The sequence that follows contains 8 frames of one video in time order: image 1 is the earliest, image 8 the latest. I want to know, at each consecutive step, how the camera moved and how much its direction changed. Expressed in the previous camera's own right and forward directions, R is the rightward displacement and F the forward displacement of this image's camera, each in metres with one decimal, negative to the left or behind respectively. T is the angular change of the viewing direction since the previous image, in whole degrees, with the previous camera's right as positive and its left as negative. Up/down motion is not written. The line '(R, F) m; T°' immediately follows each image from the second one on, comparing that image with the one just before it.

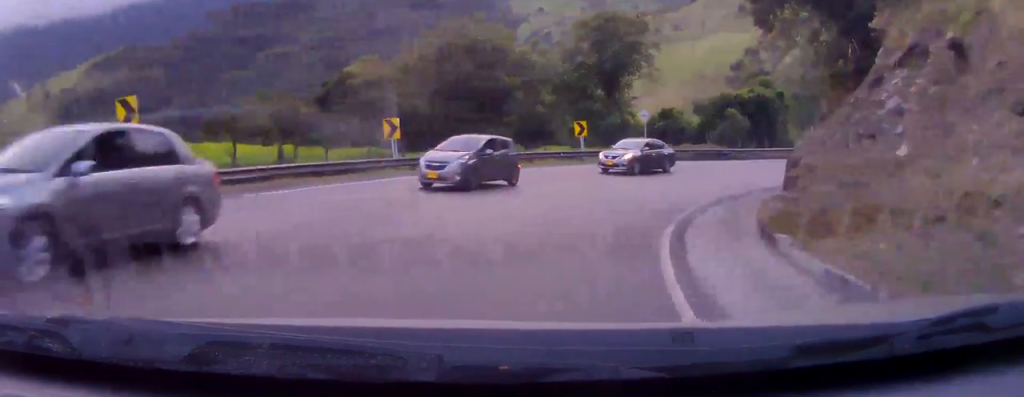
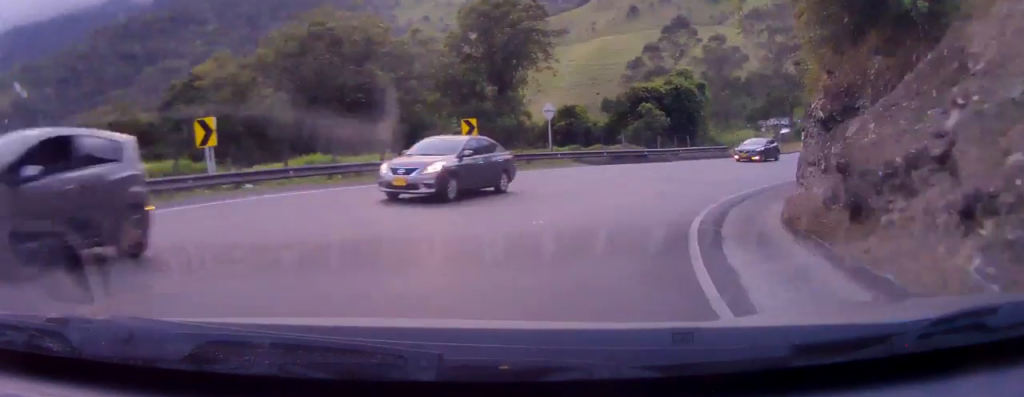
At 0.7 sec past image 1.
(+0.5, +7.8) m; +5°
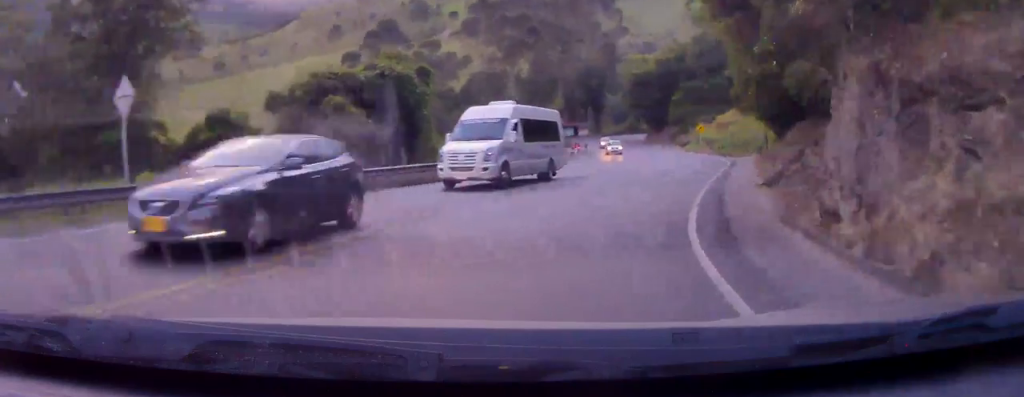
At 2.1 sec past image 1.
(+1.5, +16.2) m; +15°
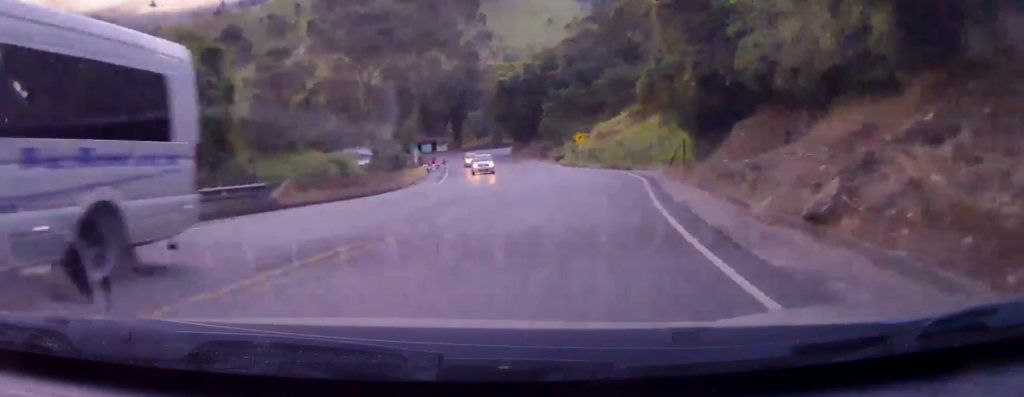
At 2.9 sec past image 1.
(+0.8, +8.5) m; +13°
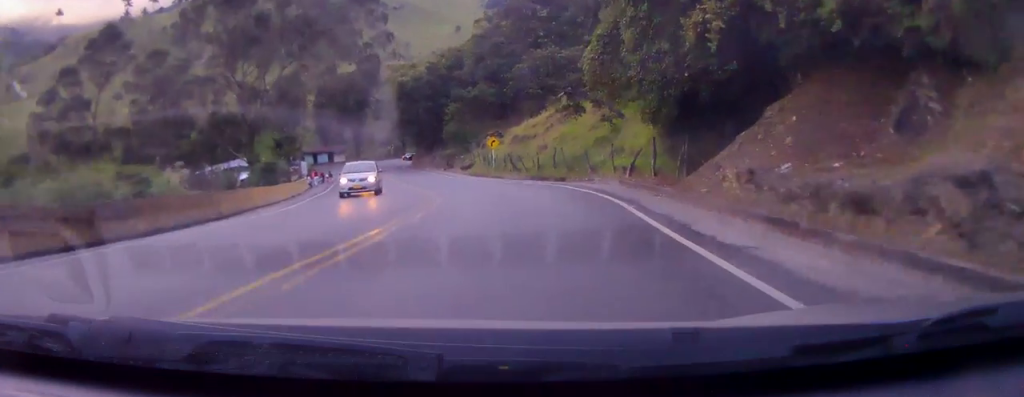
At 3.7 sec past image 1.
(+1.0, +8.7) m; +14°
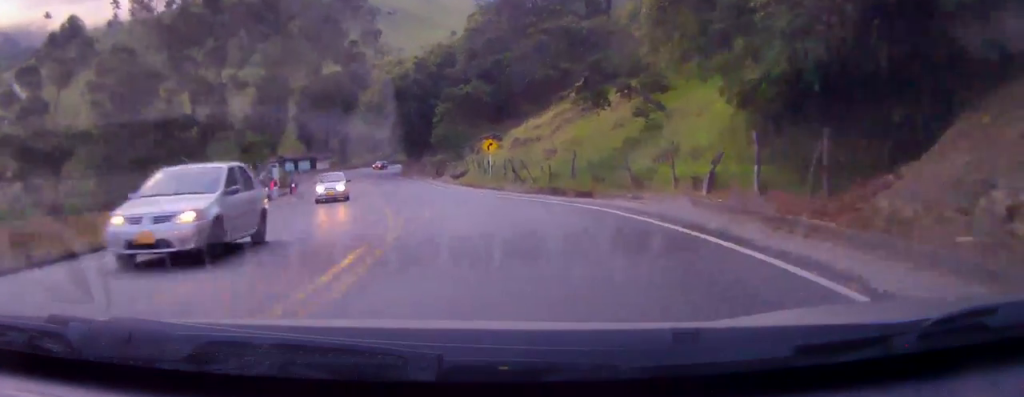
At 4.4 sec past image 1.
(+1.1, +8.9) m; +3°
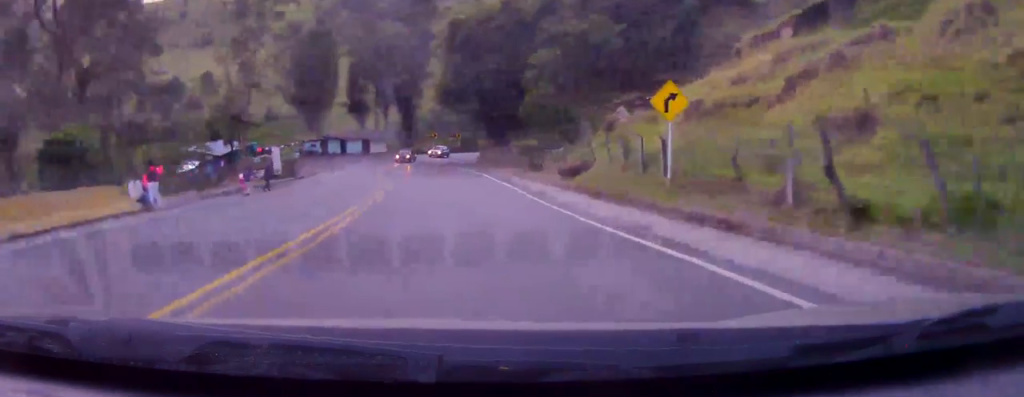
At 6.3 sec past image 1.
(-0.8, +27.1) m; -5°
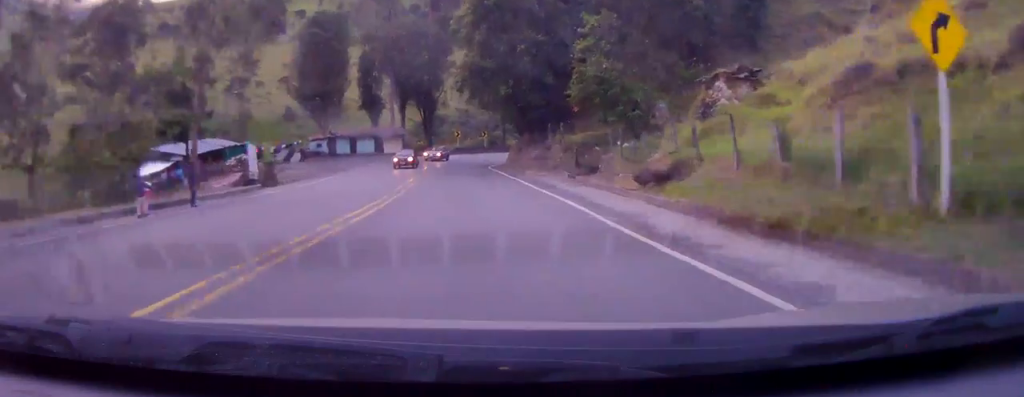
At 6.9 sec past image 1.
(-0.2, +10.3) m; -2°
